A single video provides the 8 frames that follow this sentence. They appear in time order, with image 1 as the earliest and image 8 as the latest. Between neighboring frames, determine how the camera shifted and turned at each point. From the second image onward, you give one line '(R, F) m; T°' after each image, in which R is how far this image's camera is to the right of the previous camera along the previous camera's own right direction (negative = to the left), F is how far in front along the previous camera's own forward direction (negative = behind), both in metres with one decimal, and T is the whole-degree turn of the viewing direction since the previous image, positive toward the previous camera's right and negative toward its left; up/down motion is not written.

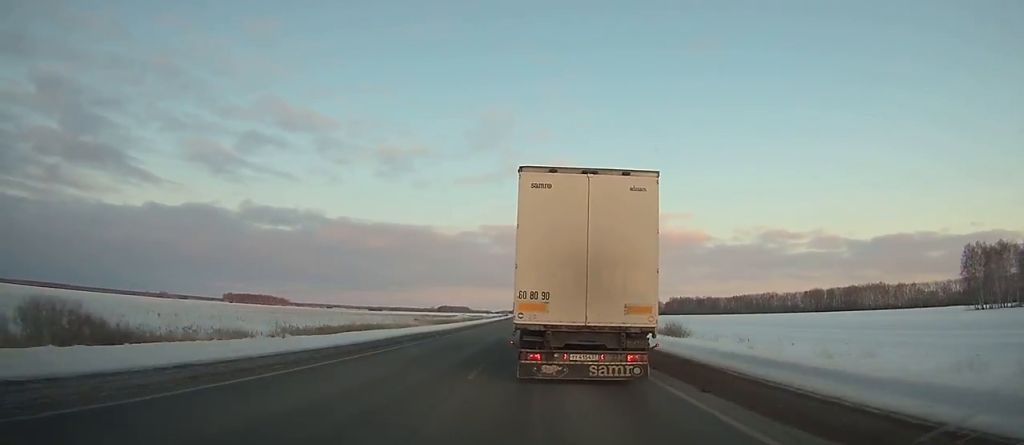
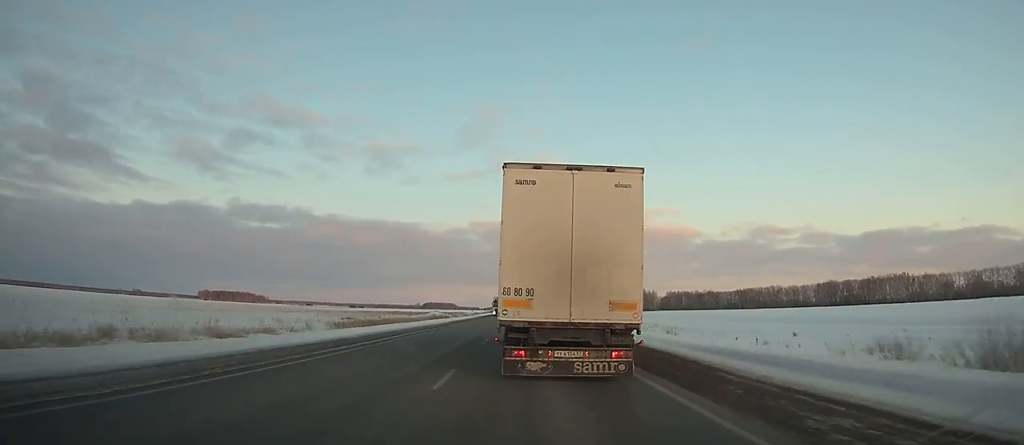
(0.0, +49.4) m; 0°
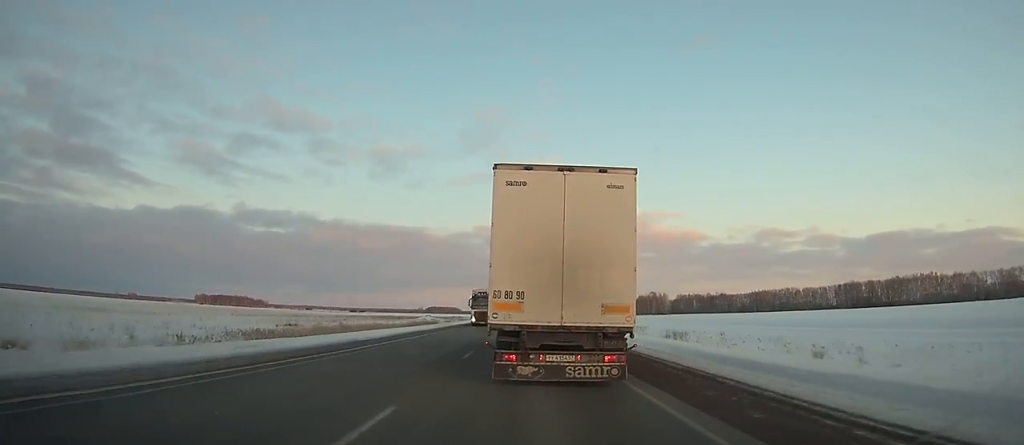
(+0.3, +28.2) m; 0°
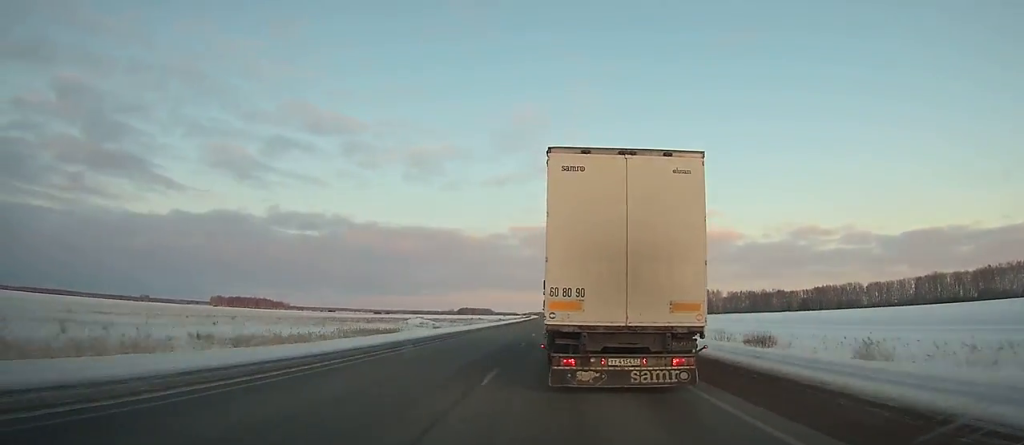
(-0.8, +66.8) m; -2°
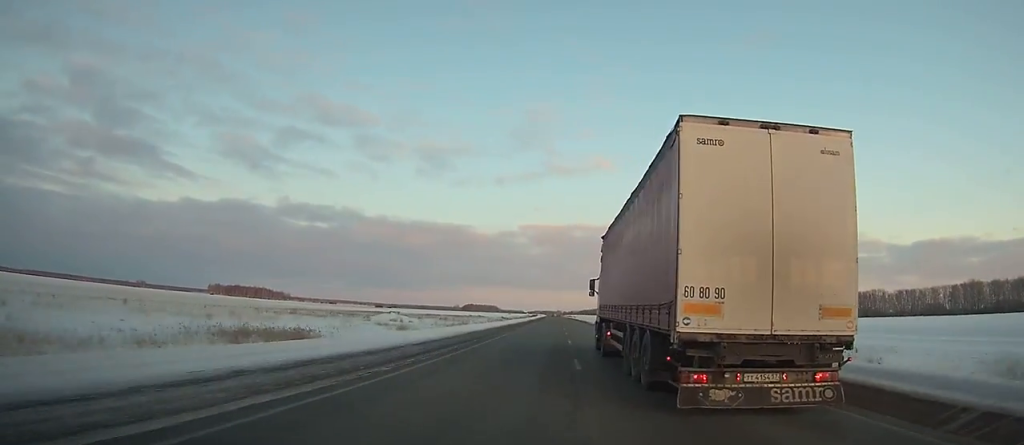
(-0.2, +32.4) m; 0°
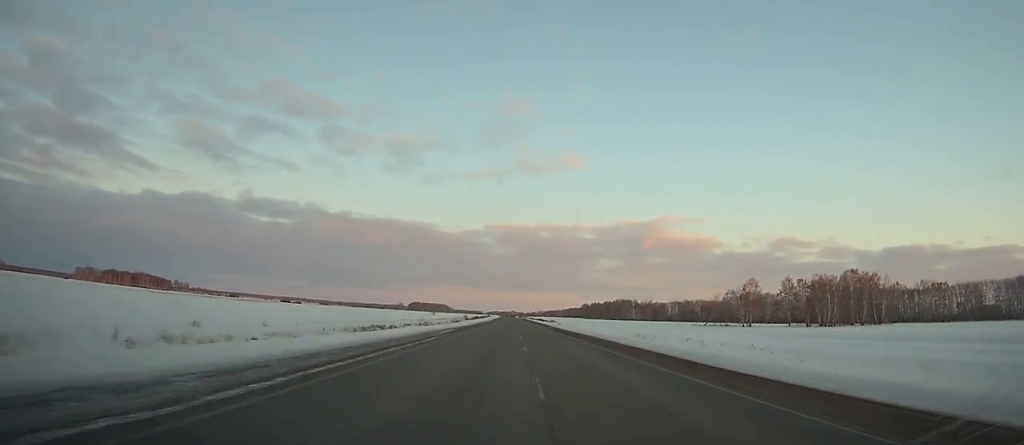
(+3.5, +240.3) m; +2°
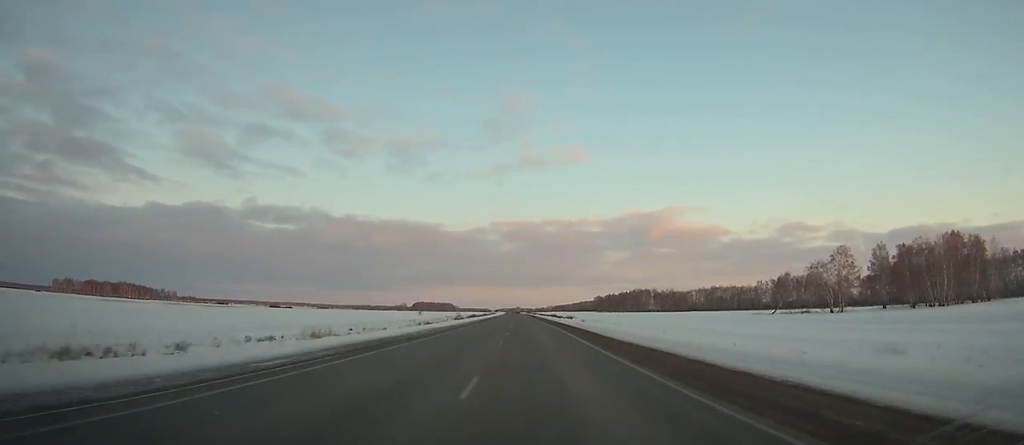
(+0.5, +58.2) m; 0°
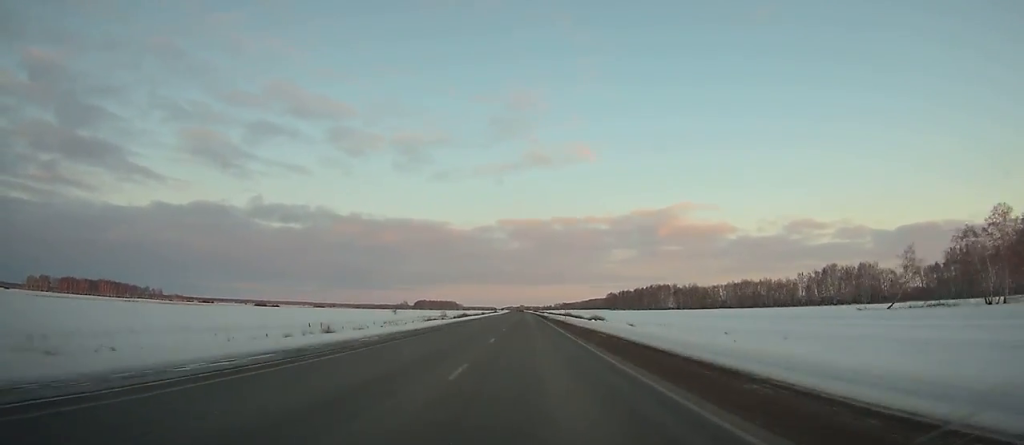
(-0.4, +57.5) m; 0°
